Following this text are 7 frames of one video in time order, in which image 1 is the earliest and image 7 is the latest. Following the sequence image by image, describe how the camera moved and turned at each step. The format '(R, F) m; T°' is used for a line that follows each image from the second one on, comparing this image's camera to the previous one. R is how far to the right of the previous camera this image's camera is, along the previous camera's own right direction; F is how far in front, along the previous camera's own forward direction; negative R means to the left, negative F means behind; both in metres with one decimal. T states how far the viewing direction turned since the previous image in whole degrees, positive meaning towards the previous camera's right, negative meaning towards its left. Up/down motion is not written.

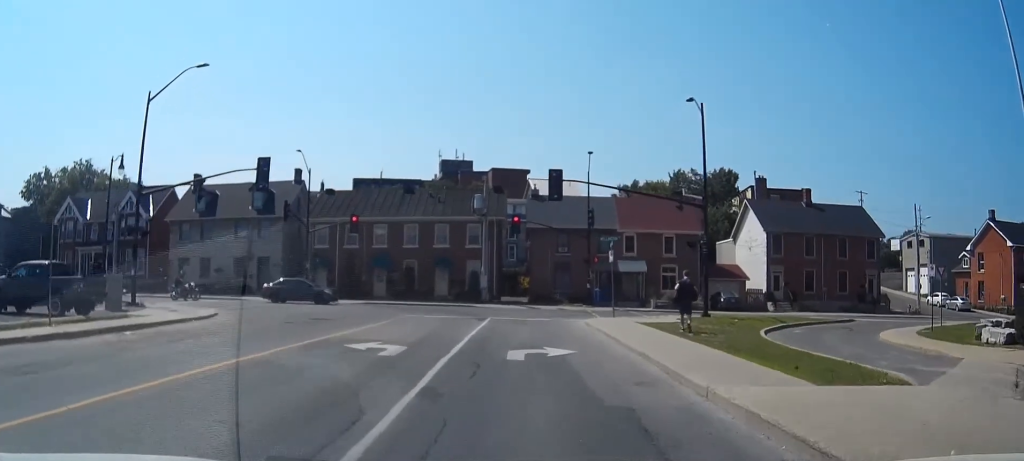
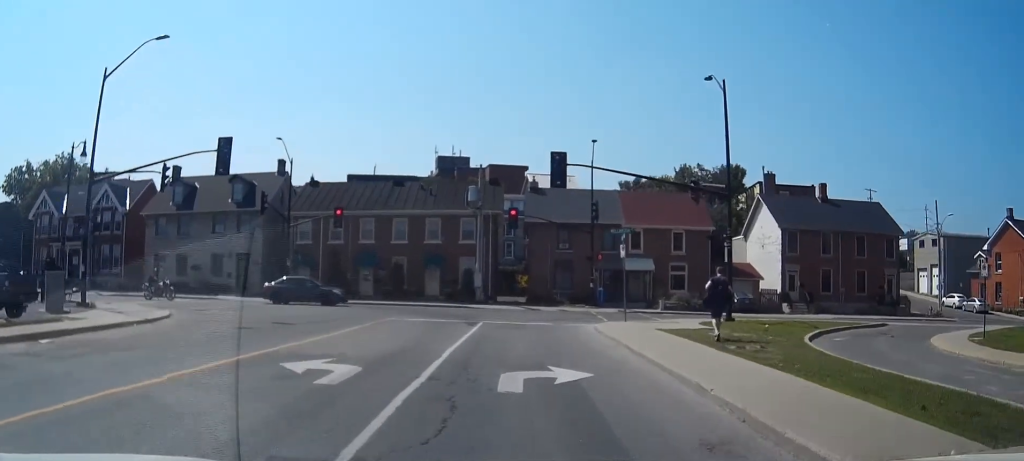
(0.0, +1.7) m; 0°
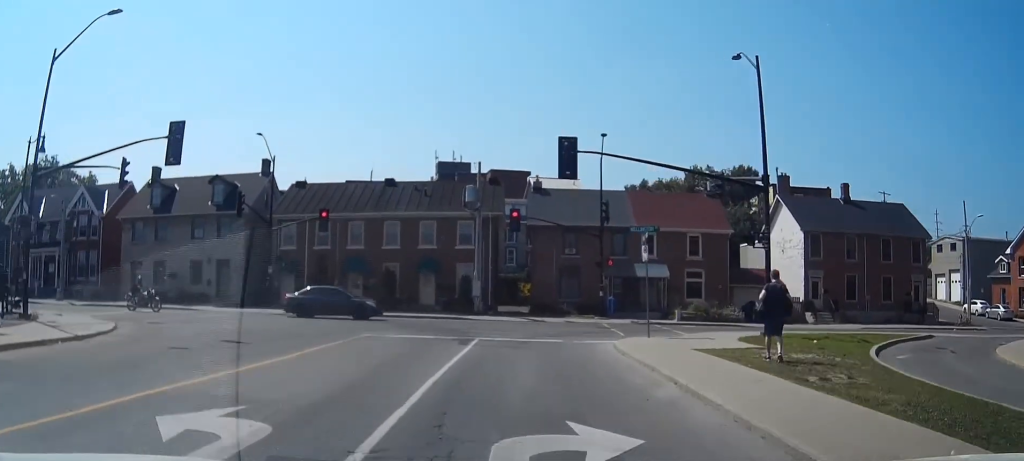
(0.0, +1.9) m; 0°
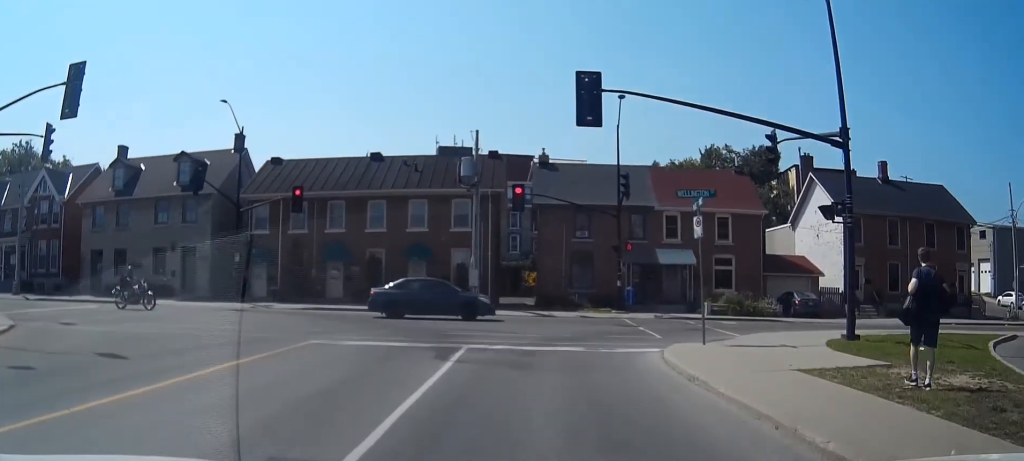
(0.0, +2.9) m; 0°
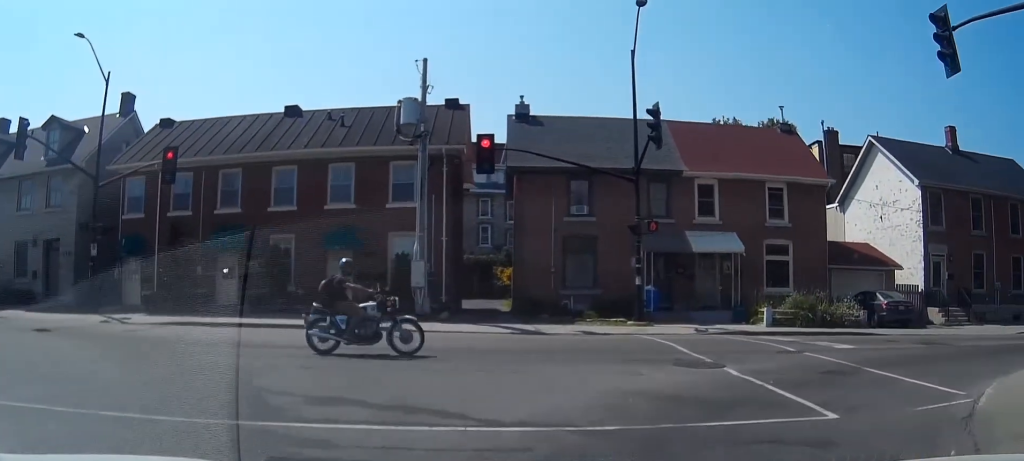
(0.0, +7.6) m; 0°
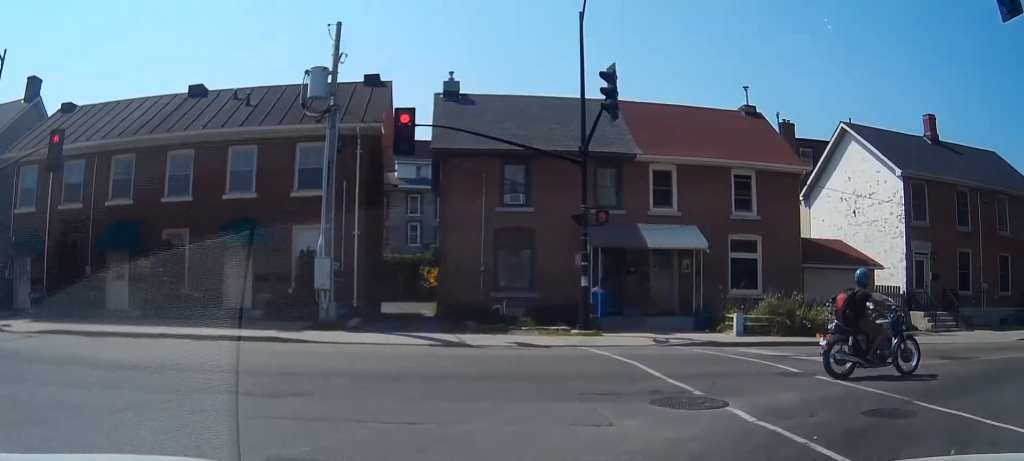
(0.0, +4.5) m; 0°
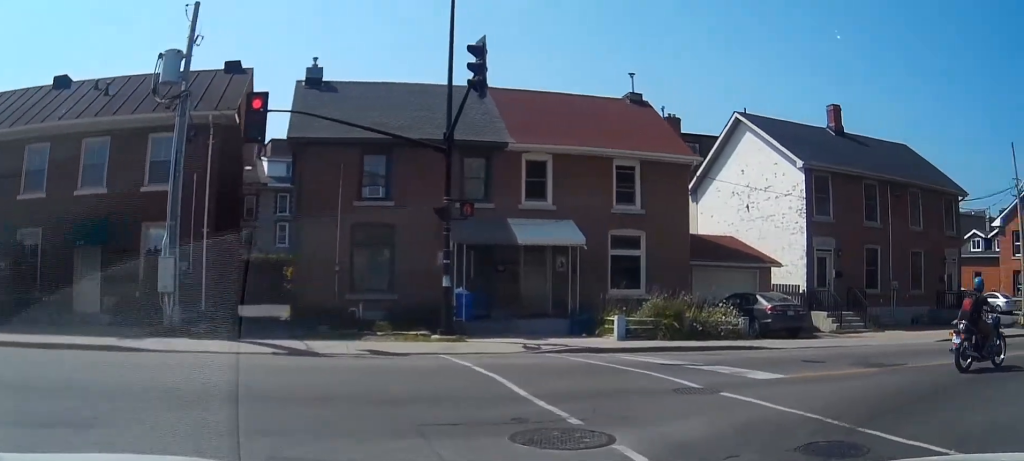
(0.0, +2.7) m; 0°
